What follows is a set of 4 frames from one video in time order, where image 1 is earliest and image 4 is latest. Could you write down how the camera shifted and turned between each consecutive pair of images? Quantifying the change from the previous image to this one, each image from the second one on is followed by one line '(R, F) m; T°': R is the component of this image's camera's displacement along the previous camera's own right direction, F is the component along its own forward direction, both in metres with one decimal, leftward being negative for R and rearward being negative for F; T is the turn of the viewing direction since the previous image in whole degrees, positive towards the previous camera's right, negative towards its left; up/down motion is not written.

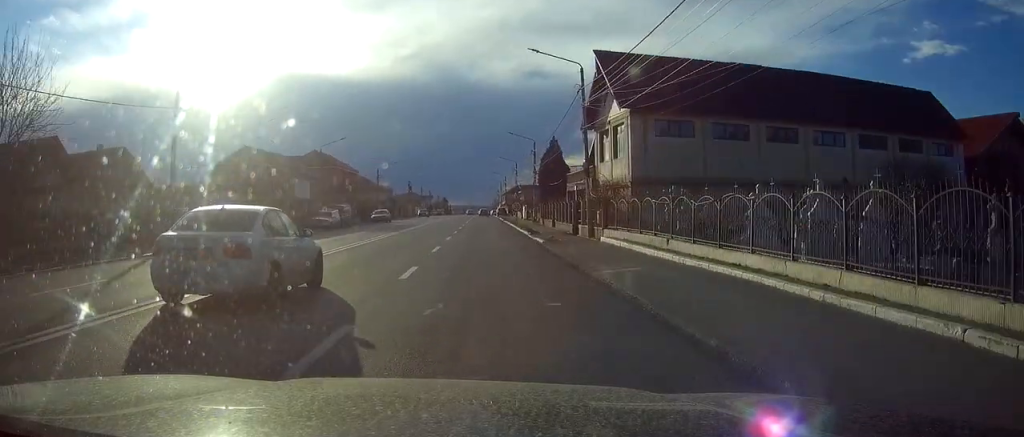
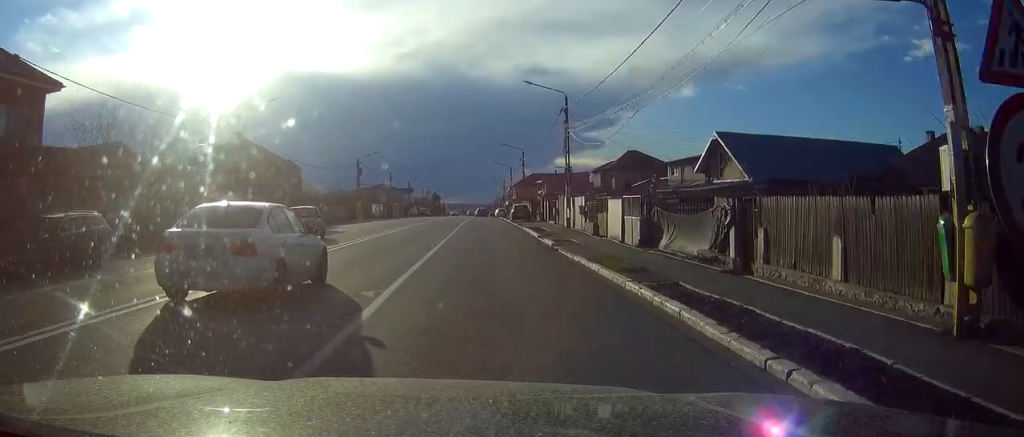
(0.0, +62.8) m; 0°
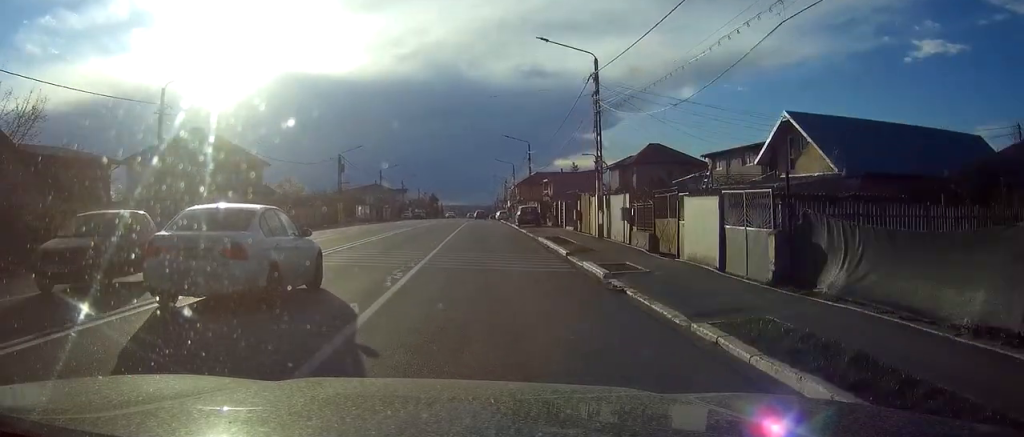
(0.0, +11.7) m; 0°
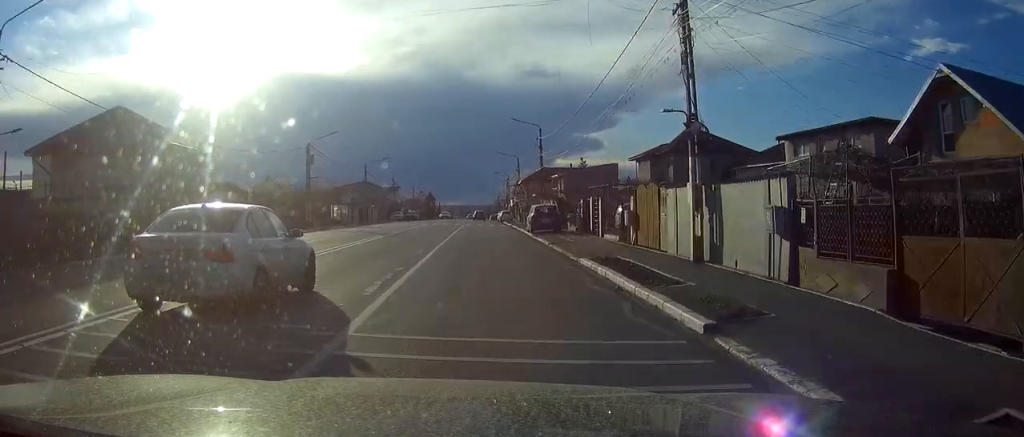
(0.0, +14.3) m; 0°
